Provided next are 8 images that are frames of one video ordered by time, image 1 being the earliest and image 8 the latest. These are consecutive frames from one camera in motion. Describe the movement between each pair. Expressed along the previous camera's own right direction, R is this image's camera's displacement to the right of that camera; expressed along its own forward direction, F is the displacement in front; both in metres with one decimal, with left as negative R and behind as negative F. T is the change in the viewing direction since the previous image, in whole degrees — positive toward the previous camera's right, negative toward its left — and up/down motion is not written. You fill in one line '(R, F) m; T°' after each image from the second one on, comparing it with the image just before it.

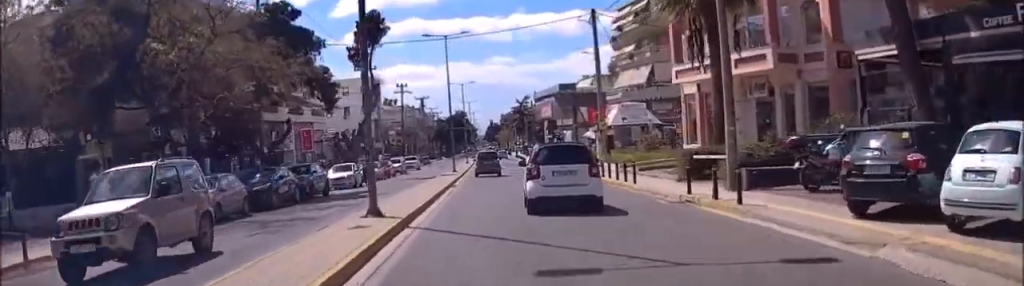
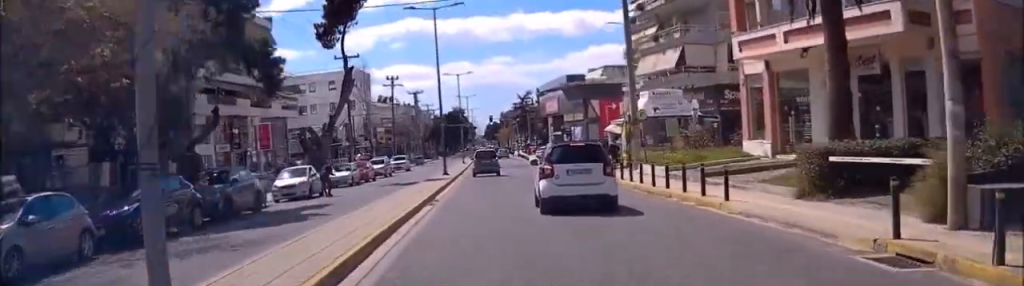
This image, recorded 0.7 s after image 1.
(0.0, +11.1) m; 0°
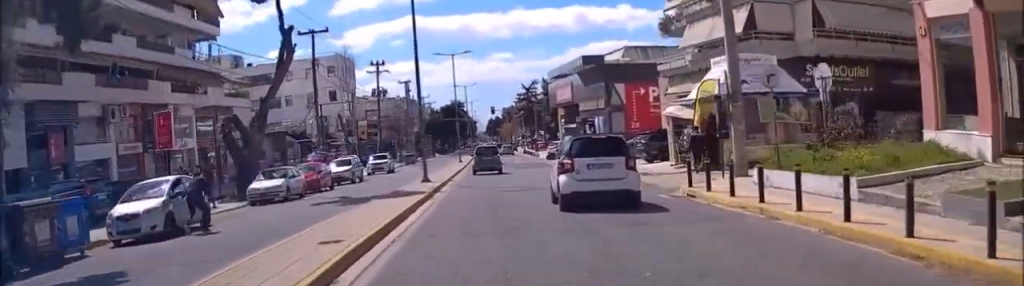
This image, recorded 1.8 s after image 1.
(0.0, +14.9) m; +1°
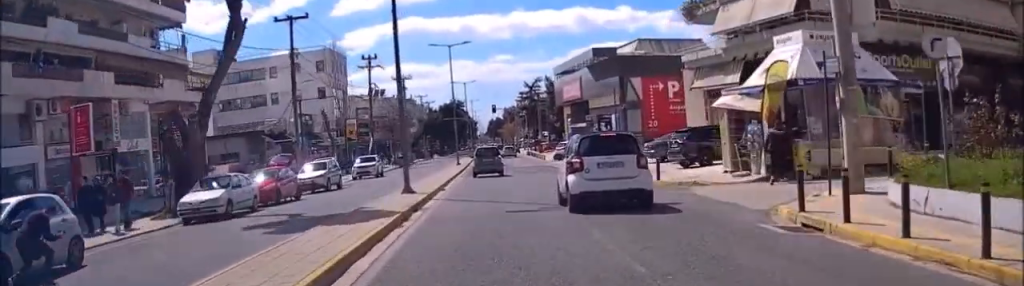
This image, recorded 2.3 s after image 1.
(0.0, +6.7) m; +1°
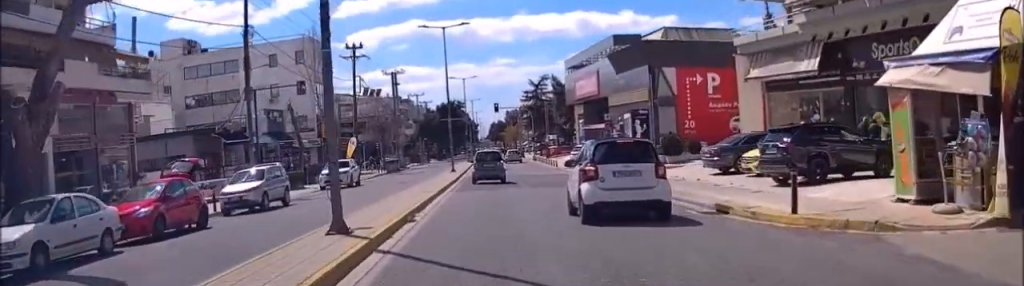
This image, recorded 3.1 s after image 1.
(+0.2, +9.7) m; +2°
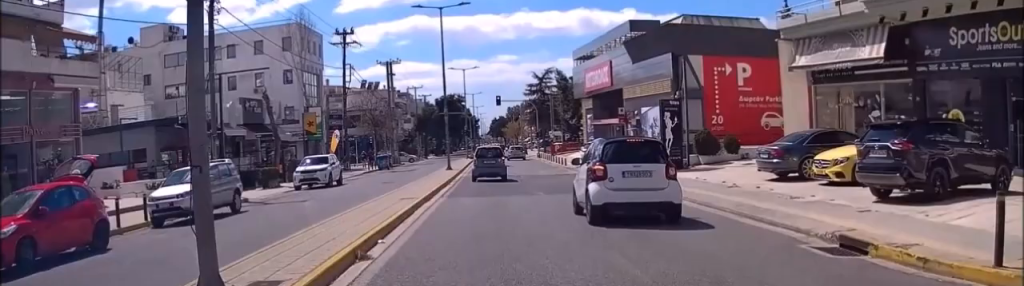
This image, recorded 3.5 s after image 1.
(+0.1, +4.9) m; 0°
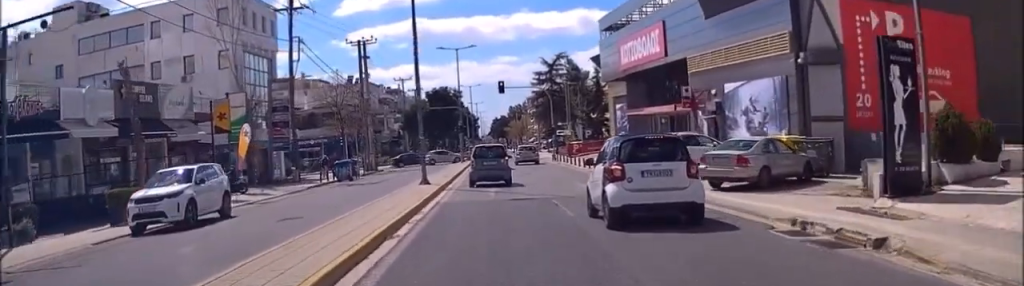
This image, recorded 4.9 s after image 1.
(-0.2, +14.2) m; -4°
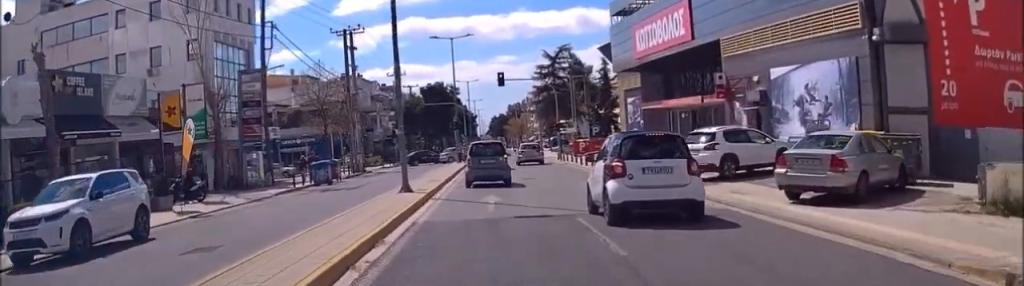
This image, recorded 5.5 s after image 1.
(-0.1, +4.8) m; -1°
